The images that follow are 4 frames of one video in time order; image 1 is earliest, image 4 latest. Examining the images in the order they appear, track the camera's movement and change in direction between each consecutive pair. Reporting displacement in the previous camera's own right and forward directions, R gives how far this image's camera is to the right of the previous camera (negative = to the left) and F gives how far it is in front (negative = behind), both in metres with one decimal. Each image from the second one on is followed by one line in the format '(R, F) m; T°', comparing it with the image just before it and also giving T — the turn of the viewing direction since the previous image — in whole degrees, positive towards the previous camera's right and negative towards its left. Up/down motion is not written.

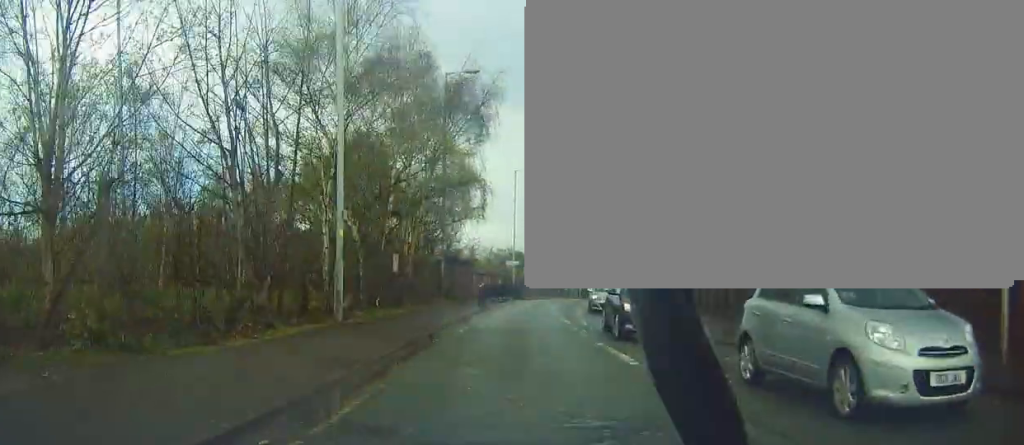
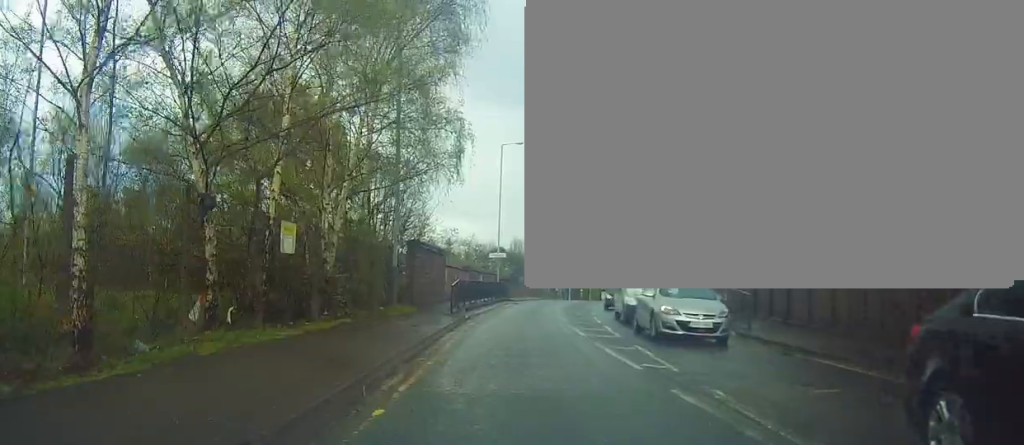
(+0.3, +11.8) m; +1°
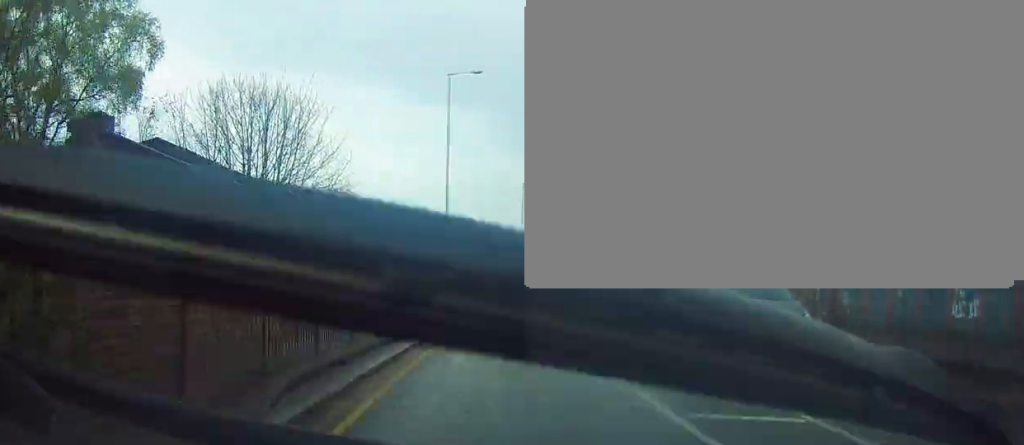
(0.0, +18.2) m; +1°
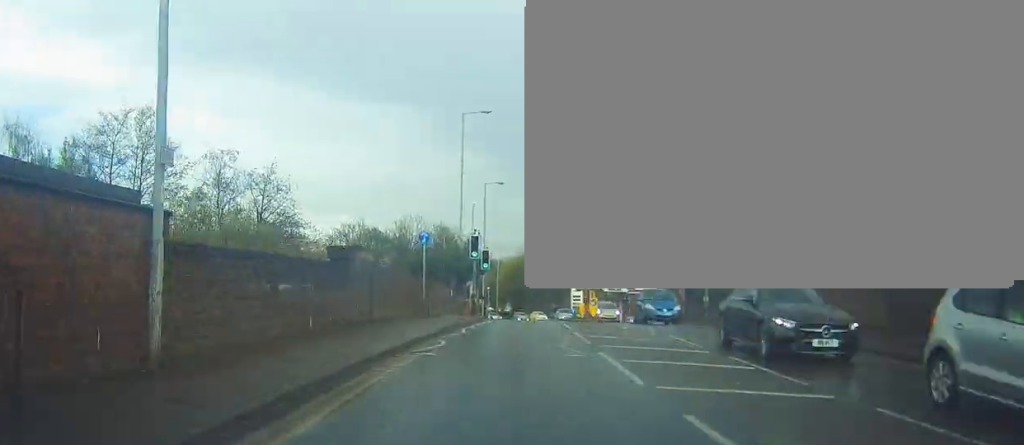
(+1.8, +26.0) m; +8°
